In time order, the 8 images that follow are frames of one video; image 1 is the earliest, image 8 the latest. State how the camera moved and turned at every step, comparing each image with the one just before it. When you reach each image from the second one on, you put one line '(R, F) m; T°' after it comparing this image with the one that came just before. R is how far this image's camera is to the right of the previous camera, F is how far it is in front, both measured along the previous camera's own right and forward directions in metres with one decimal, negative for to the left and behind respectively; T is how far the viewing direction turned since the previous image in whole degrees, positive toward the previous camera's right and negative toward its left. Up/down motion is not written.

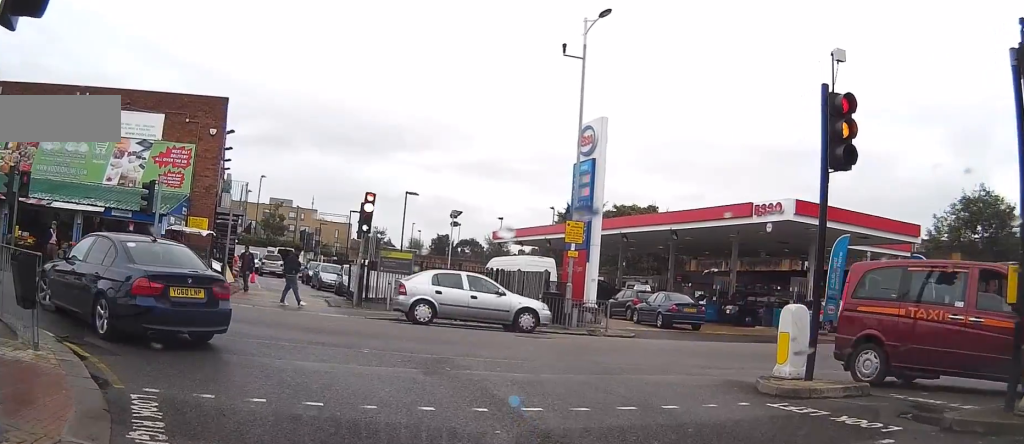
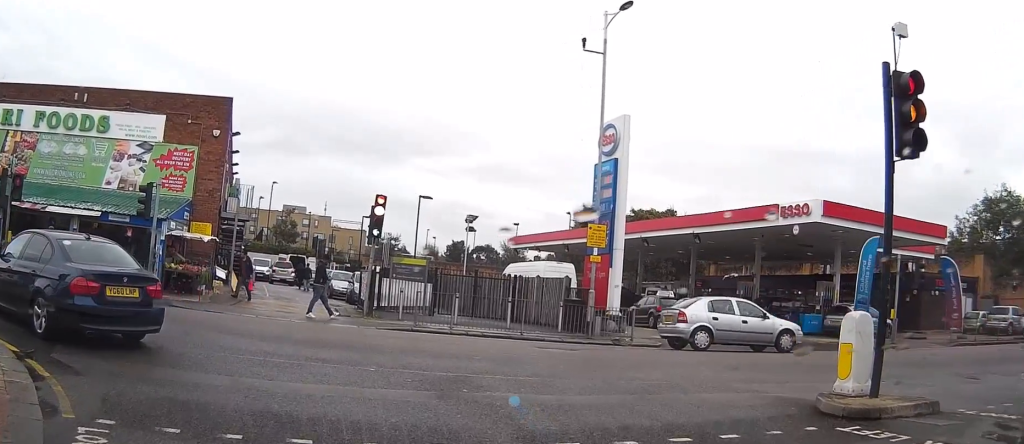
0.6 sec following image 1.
(0.0, +1.1) m; -2°
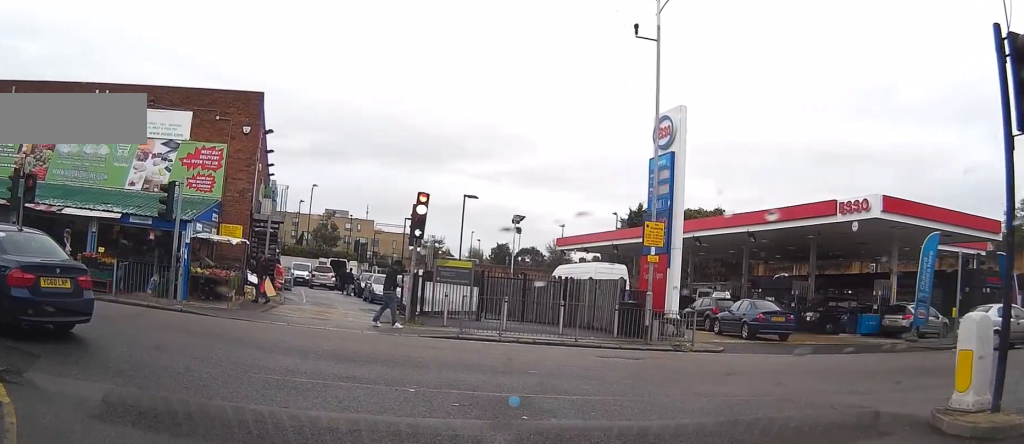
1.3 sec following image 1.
(0.0, +1.4) m; -5°
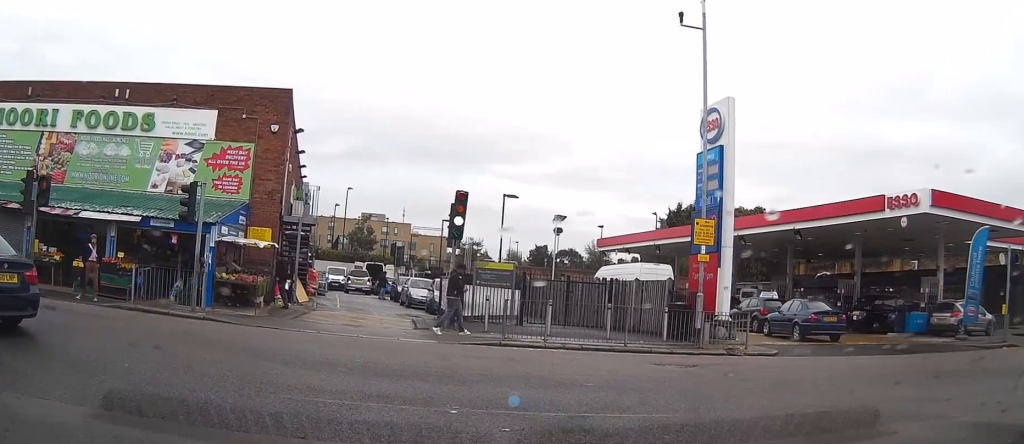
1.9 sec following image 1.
(-0.1, +1.2) m; -6°
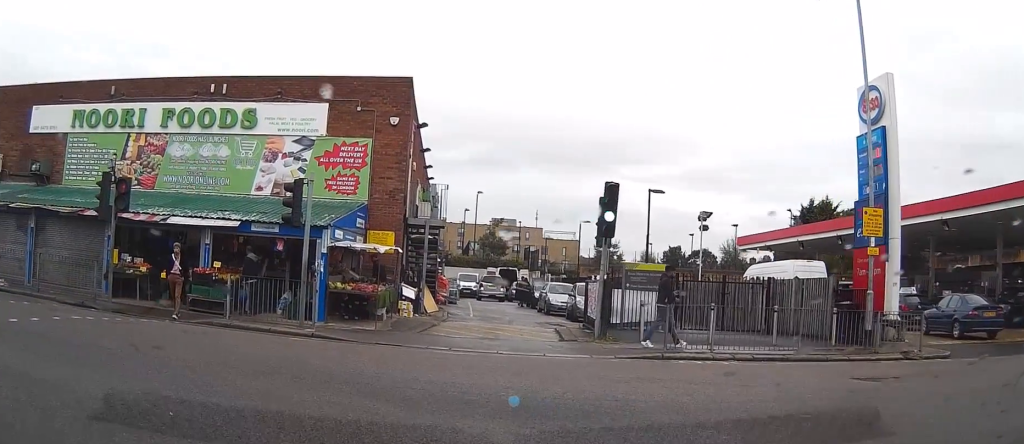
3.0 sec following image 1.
(-0.2, +2.6) m; -12°
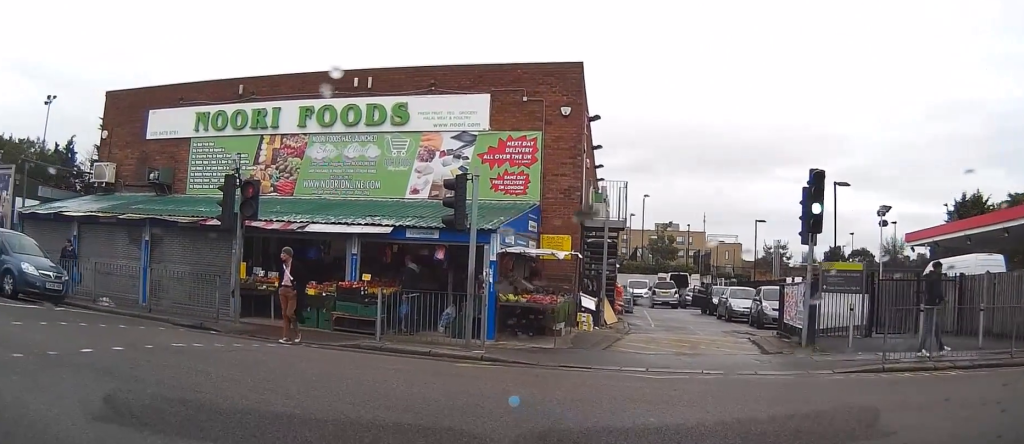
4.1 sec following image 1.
(-0.2, +2.4) m; -15°
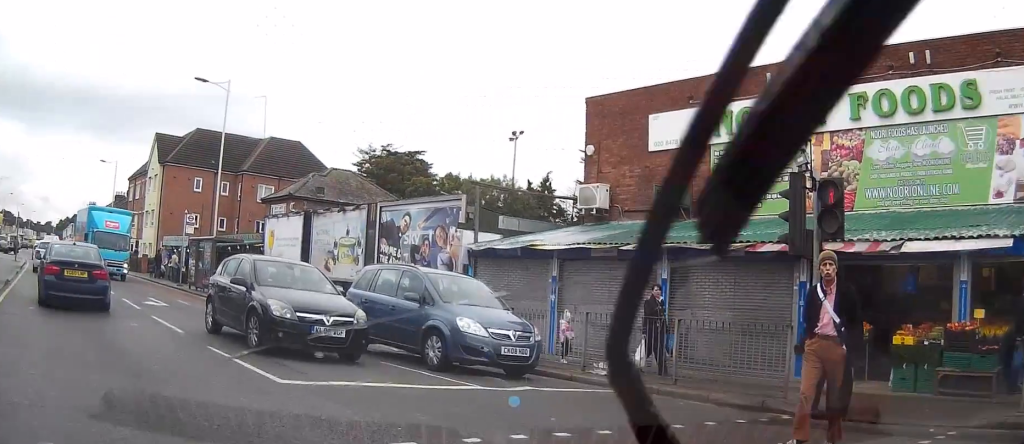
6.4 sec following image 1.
(-2.0, +4.8) m; -38°
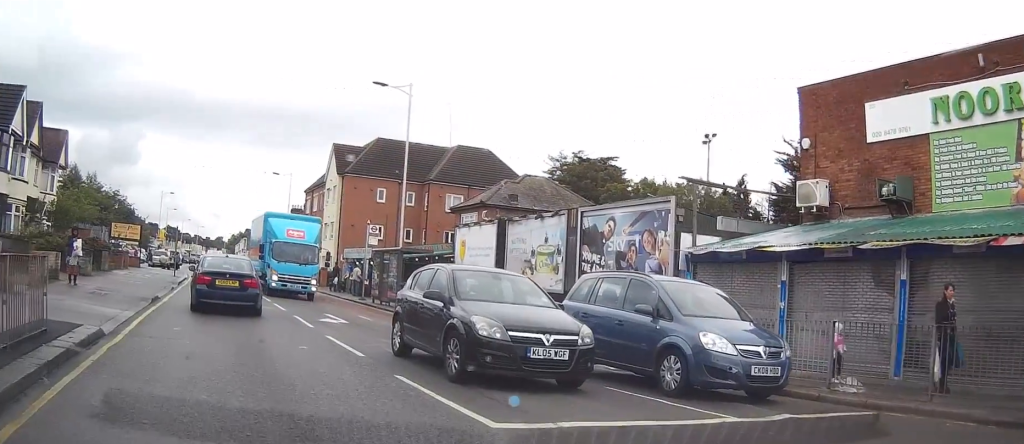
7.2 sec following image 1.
(0.0, +1.6) m; -9°
